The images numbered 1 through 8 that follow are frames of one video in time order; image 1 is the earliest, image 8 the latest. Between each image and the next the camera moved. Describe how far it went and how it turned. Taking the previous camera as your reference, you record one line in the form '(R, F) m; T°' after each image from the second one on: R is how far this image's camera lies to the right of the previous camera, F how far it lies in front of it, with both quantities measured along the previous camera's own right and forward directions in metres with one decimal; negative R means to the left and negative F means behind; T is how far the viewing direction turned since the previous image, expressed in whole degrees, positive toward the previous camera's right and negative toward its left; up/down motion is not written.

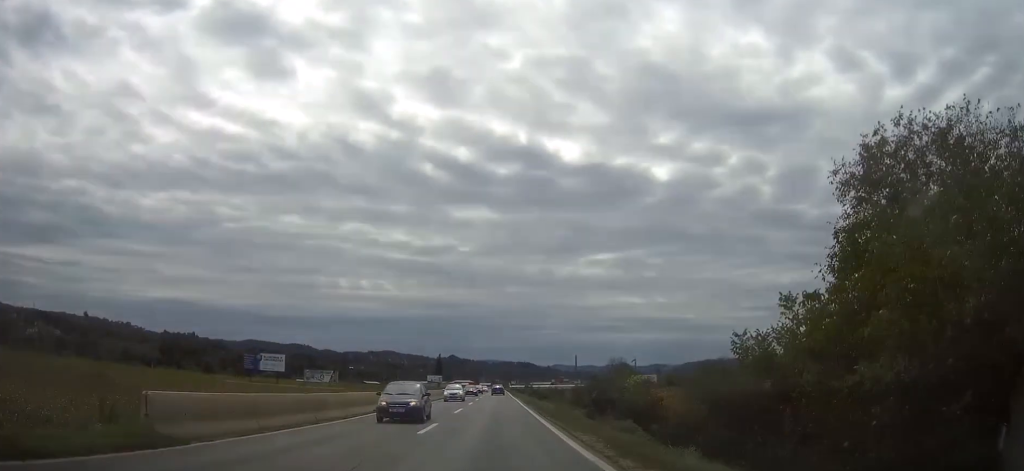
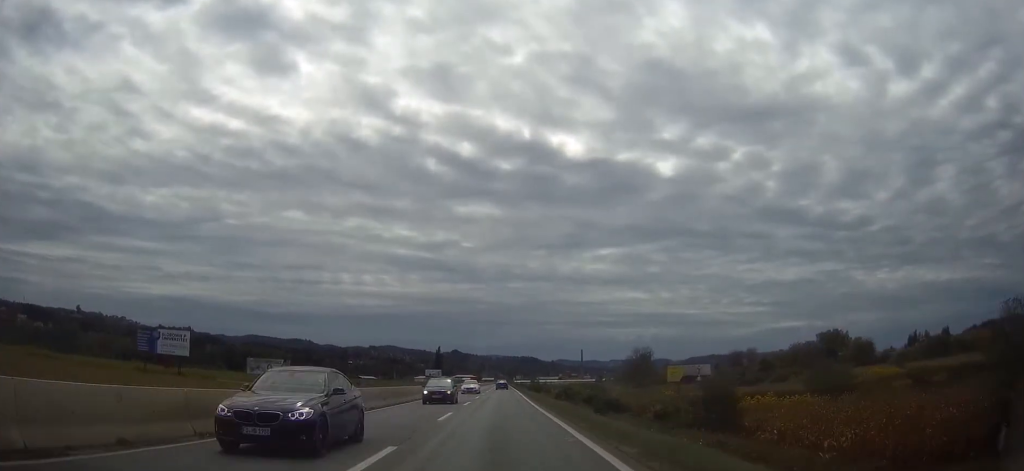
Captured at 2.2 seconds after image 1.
(-0.3, +40.6) m; -1°
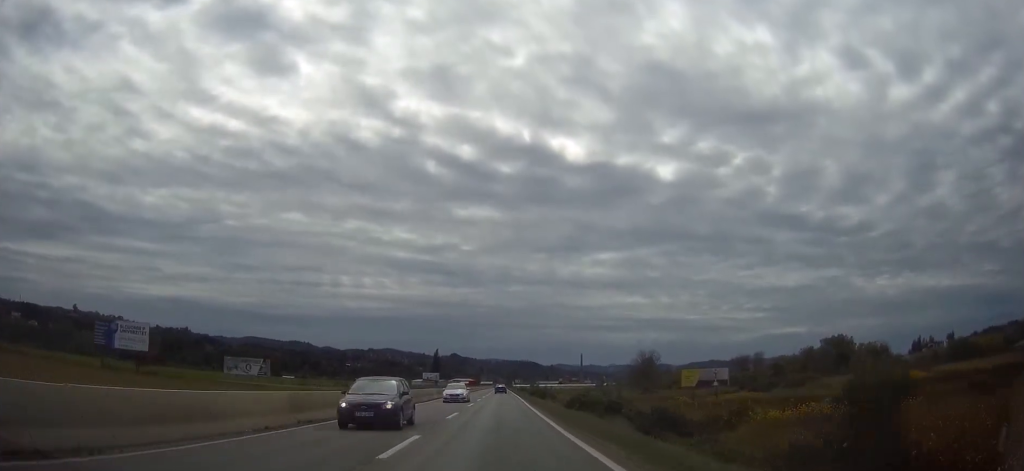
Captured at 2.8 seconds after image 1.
(0.0, +10.5) m; 0°
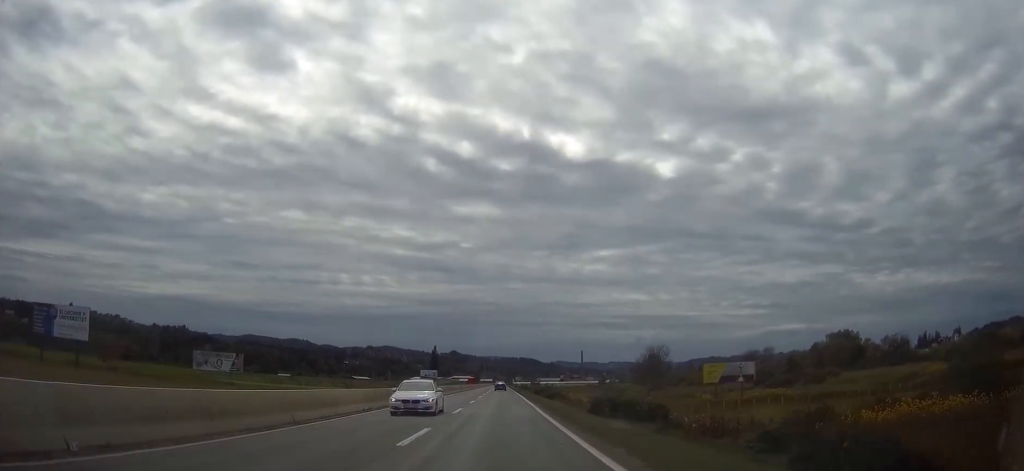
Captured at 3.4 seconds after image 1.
(+0.1, +12.4) m; 0°
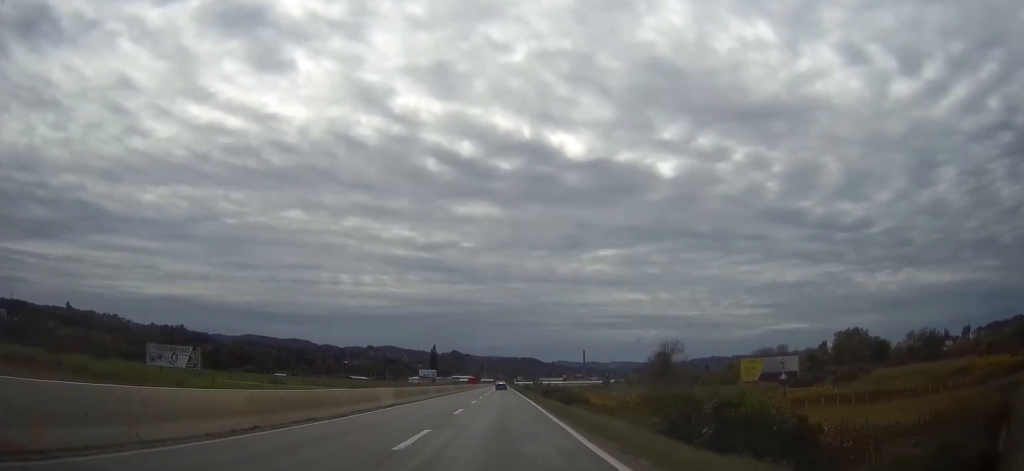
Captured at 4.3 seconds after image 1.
(0.0, +15.5) m; 0°
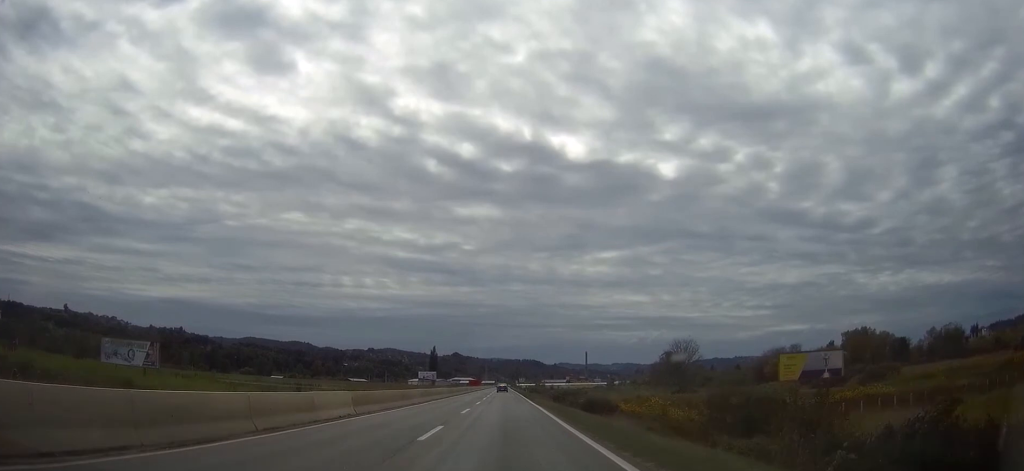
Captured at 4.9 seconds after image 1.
(0.0, +11.8) m; 0°
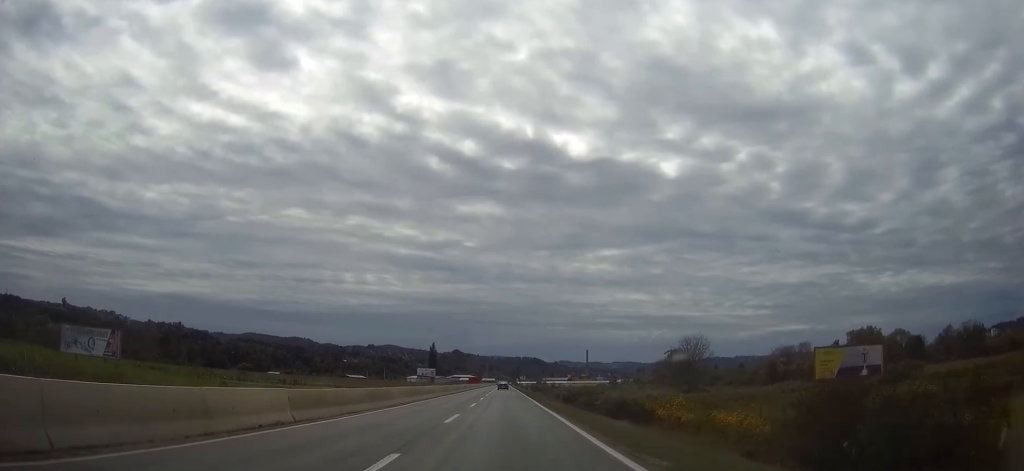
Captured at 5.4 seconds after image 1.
(0.0, +8.7) m; 0°
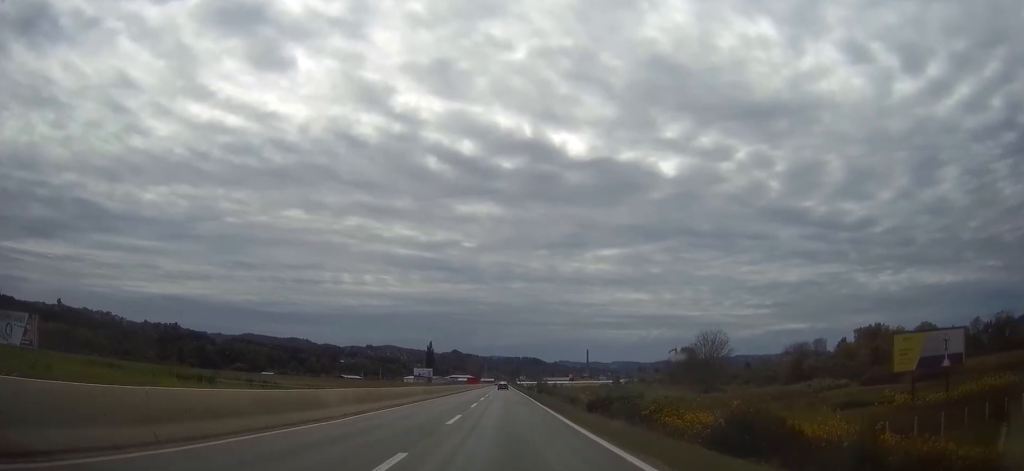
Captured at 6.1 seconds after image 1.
(0.0, +14.2) m; 0°
